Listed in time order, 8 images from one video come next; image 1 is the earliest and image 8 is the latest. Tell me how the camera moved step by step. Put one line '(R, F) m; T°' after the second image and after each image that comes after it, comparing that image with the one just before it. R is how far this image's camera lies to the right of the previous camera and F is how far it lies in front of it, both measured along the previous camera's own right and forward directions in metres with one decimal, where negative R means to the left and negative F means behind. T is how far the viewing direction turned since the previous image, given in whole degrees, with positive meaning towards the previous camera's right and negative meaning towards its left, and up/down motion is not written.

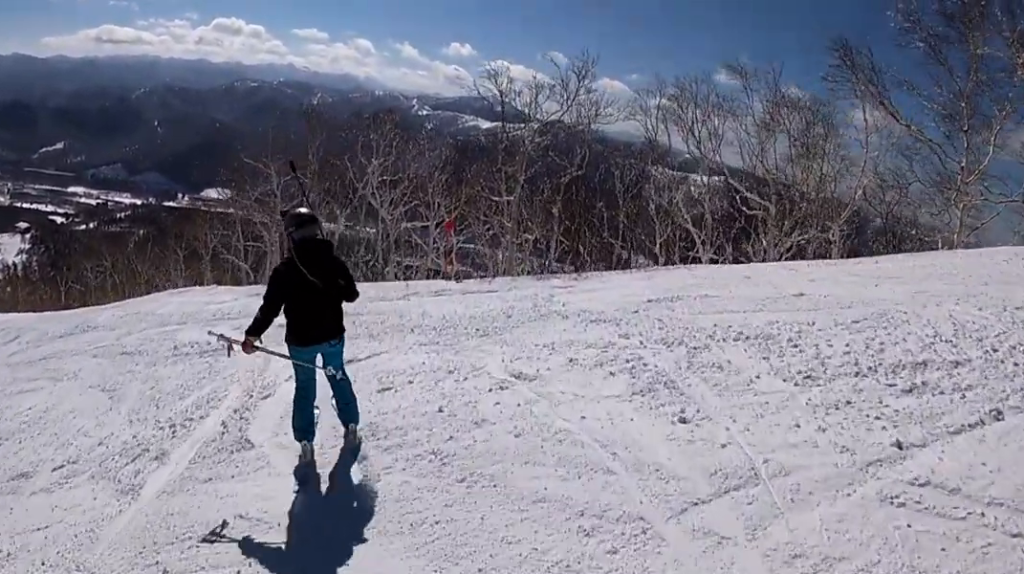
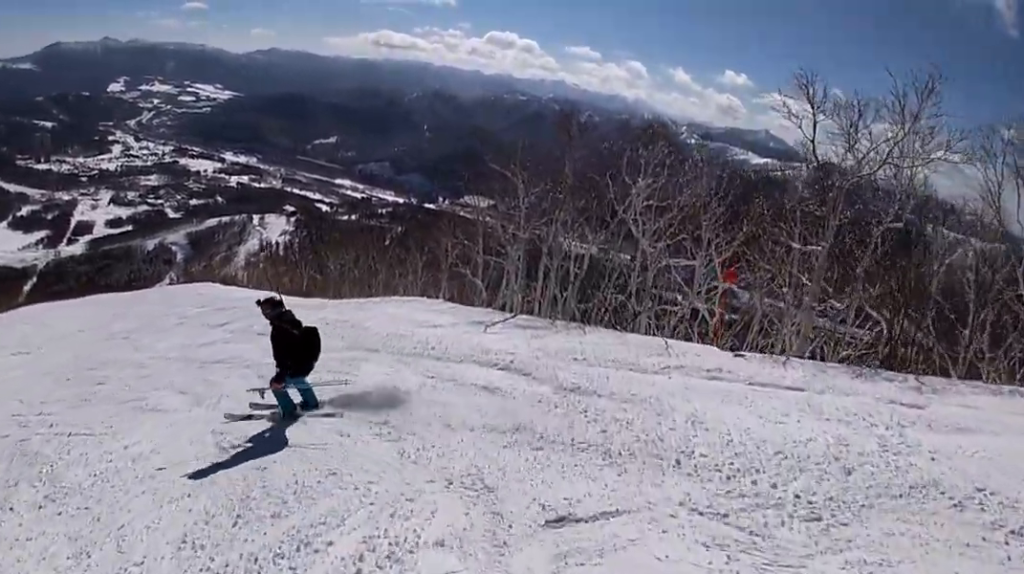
(-0.9, +3.7) m; -32°
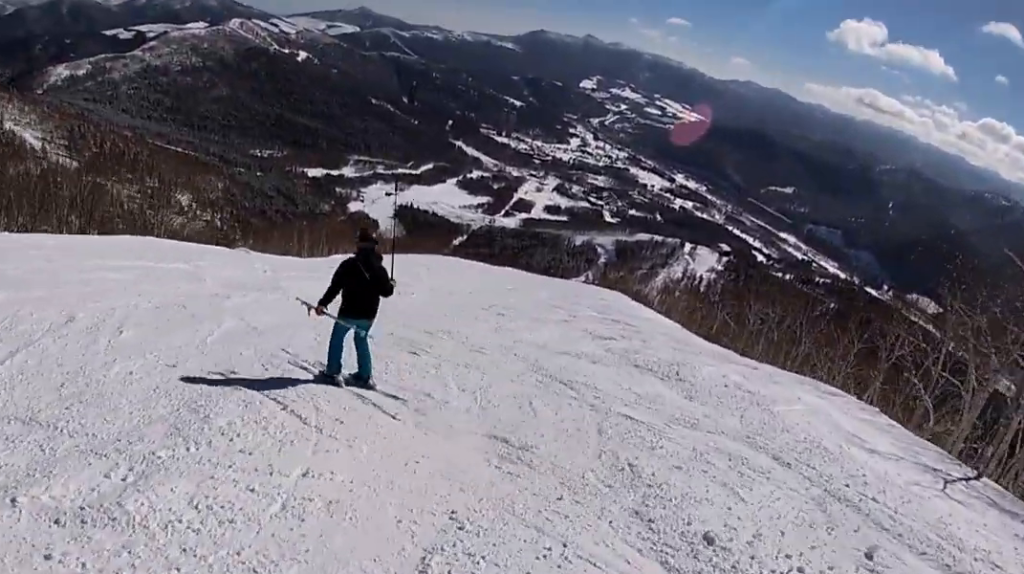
(-0.8, +3.2) m; -10°
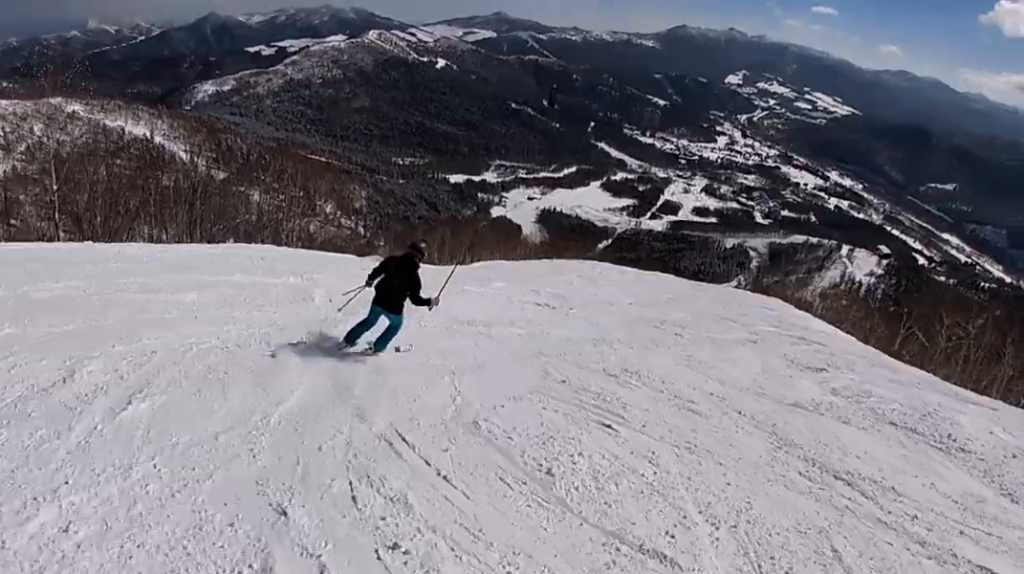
(-0.3, +3.0) m; +9°
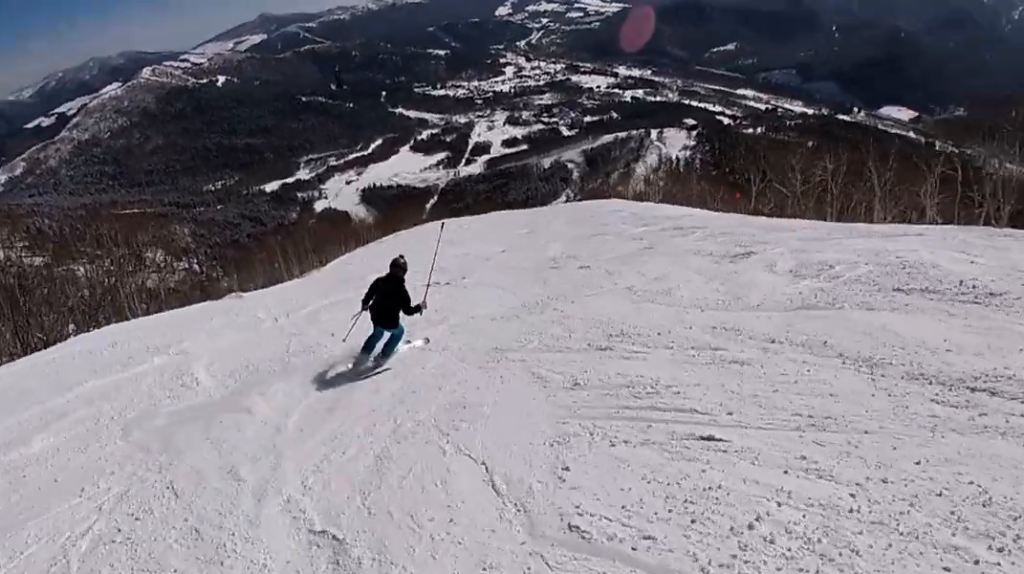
(+0.6, +2.1) m; +12°
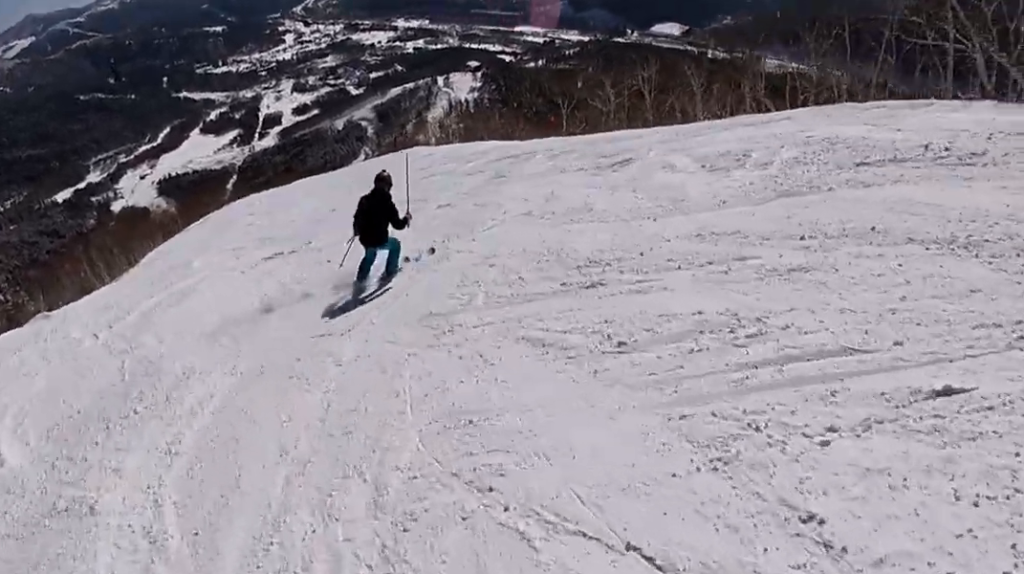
(+0.2, +2.1) m; +1°
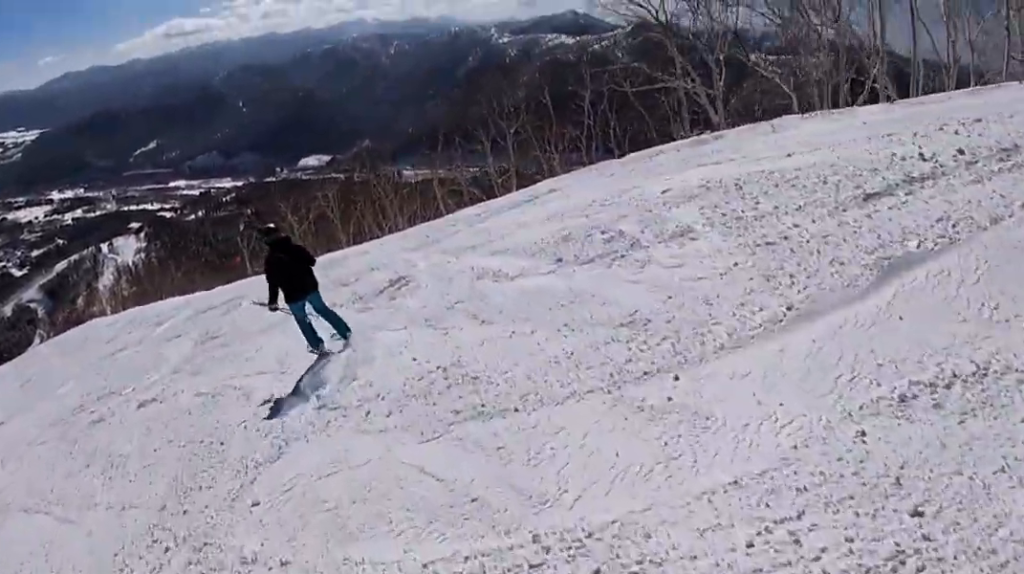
(-0.1, +4.2) m; -13°
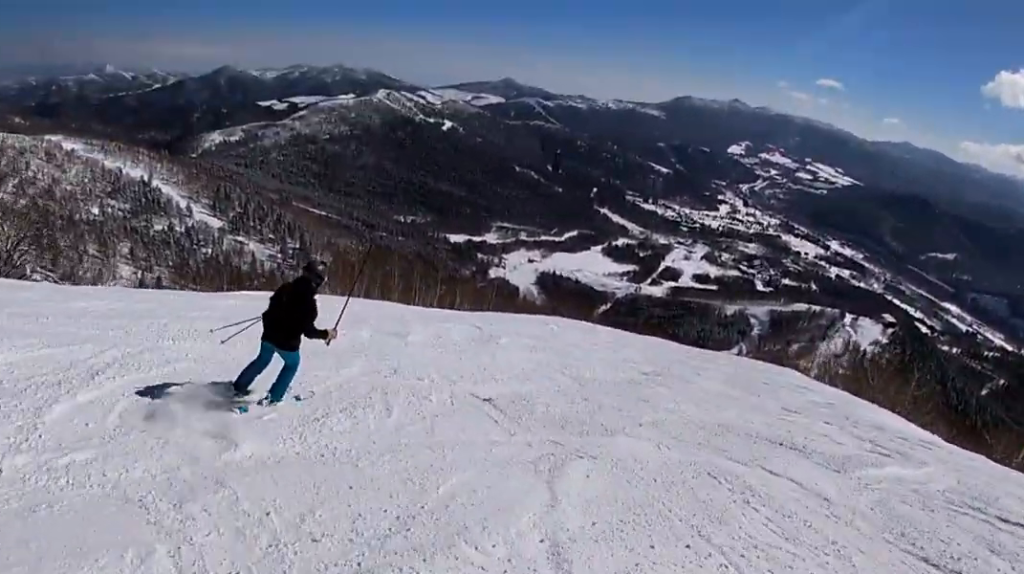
(-2.1, +12.2) m; -1°
